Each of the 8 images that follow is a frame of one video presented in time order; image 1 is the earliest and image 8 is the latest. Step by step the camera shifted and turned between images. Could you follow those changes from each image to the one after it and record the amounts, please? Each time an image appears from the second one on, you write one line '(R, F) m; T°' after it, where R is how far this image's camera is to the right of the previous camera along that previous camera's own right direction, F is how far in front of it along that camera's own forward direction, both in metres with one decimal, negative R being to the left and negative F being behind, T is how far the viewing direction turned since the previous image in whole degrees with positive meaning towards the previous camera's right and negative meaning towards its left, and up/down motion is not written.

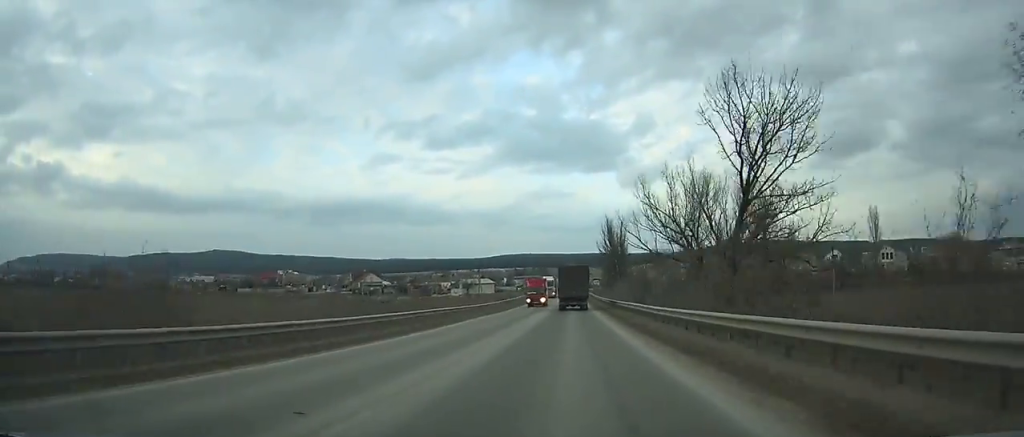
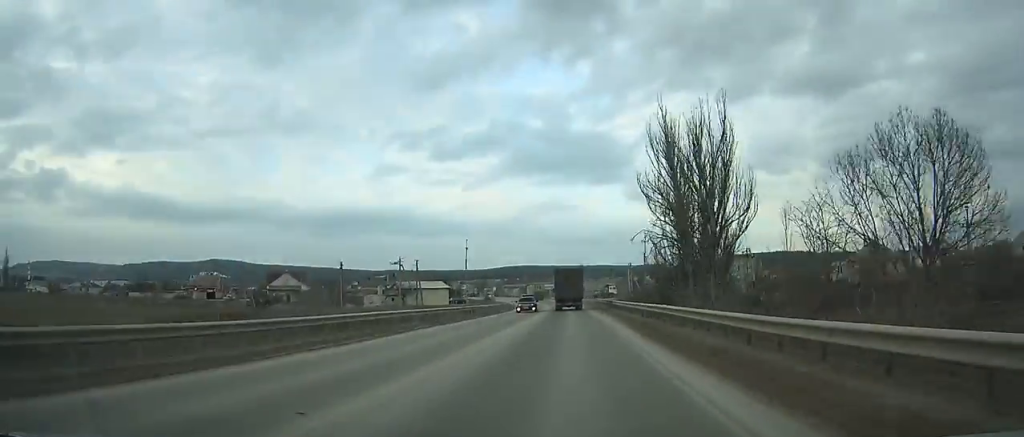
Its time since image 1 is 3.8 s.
(-0.1, +75.3) m; -1°
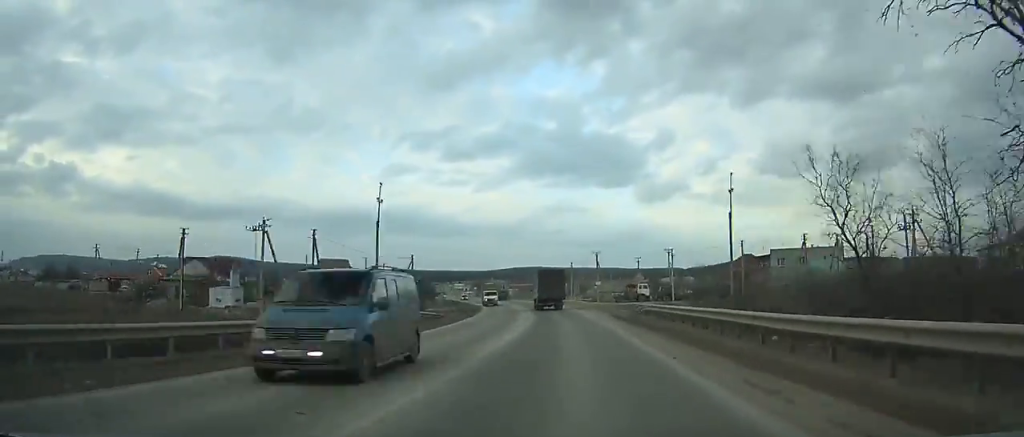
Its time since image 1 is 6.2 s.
(-0.5, +47.7) m; -3°
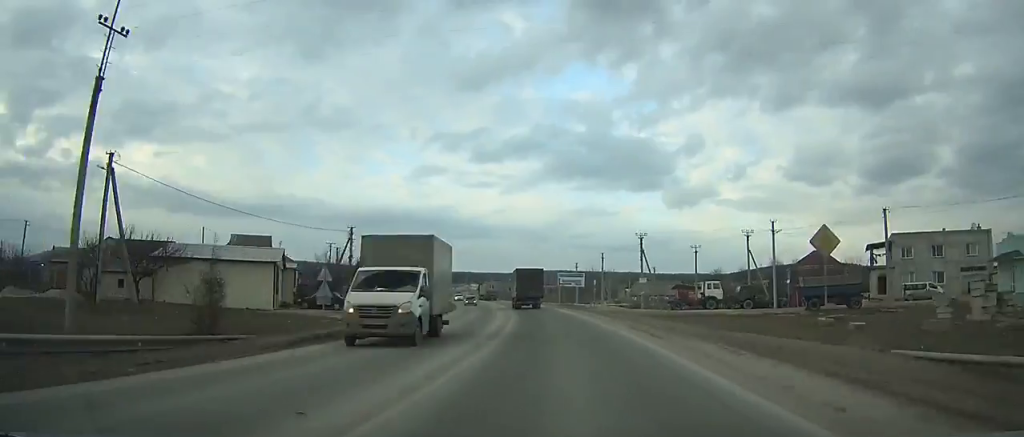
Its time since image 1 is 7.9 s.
(+0.1, +33.6) m; -3°
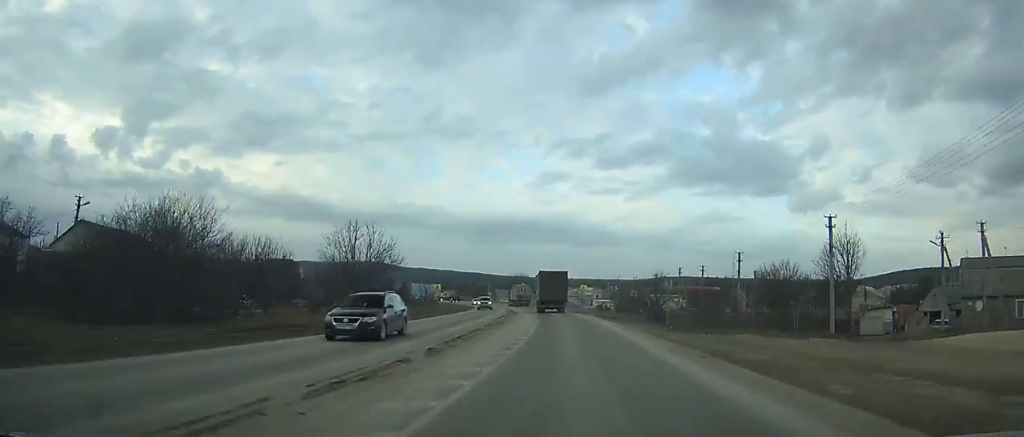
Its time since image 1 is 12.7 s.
(-8.8, +93.4) m; -10°
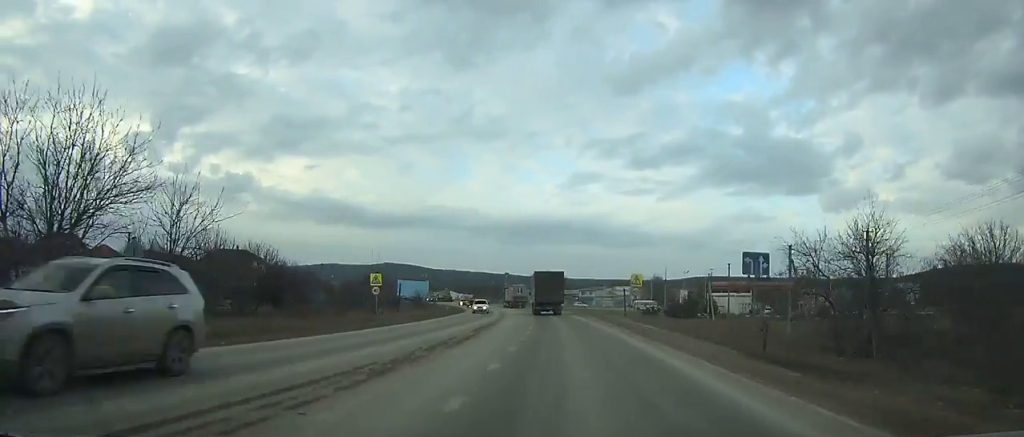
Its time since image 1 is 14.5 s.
(-1.1, +34.1) m; -4°
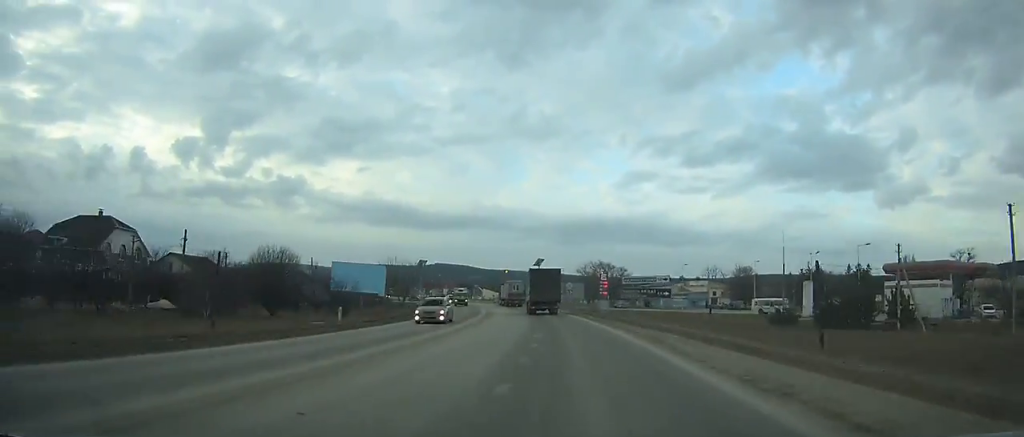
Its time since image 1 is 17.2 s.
(-2.3, +49.5) m; -6°
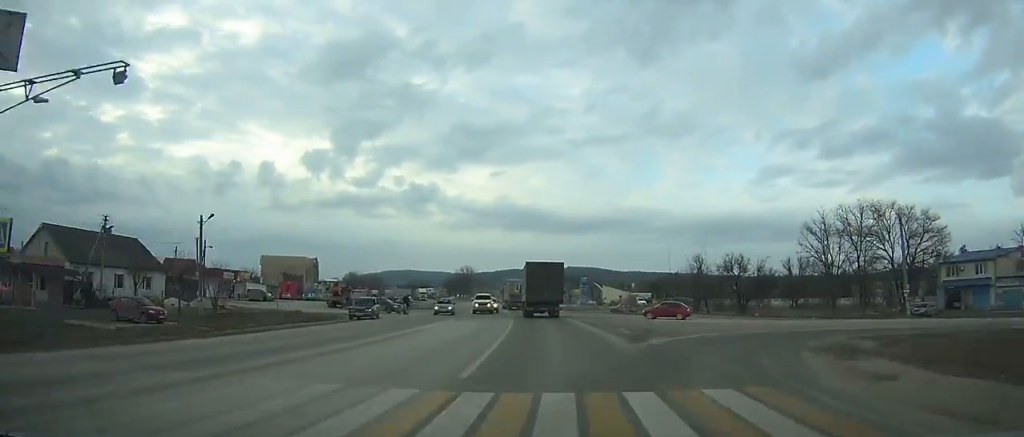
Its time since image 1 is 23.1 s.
(-11.3, +98.4) m; -14°
